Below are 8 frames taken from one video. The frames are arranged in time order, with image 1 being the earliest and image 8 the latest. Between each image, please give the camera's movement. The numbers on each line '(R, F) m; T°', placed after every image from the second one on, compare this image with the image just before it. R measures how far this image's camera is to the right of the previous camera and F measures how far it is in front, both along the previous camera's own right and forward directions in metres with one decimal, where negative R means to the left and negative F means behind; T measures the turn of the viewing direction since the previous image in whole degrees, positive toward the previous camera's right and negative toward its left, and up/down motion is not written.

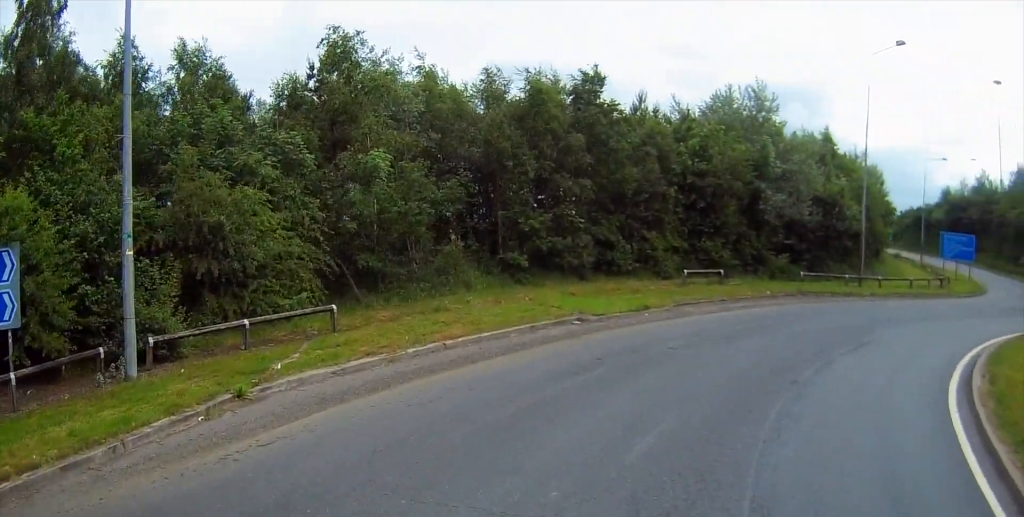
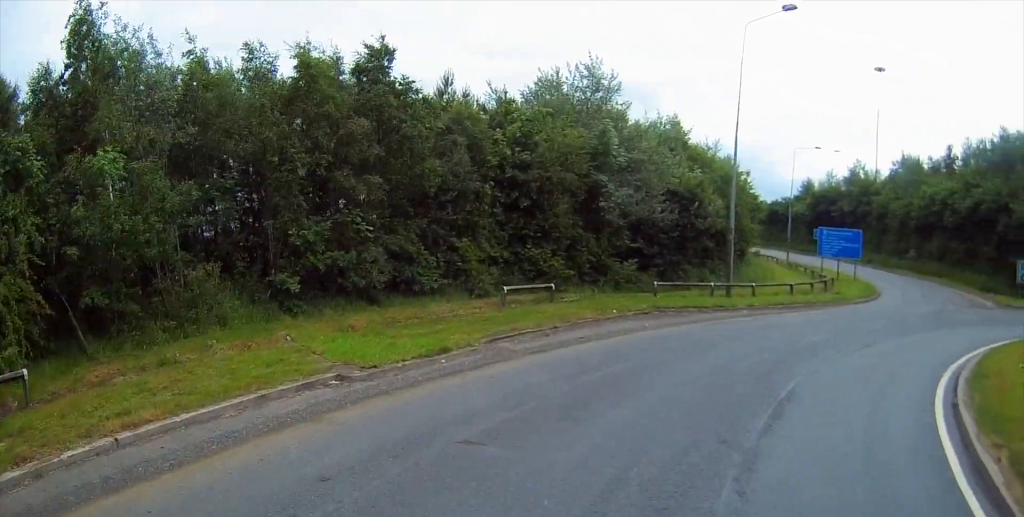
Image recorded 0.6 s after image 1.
(+1.1, +4.6) m; +14°
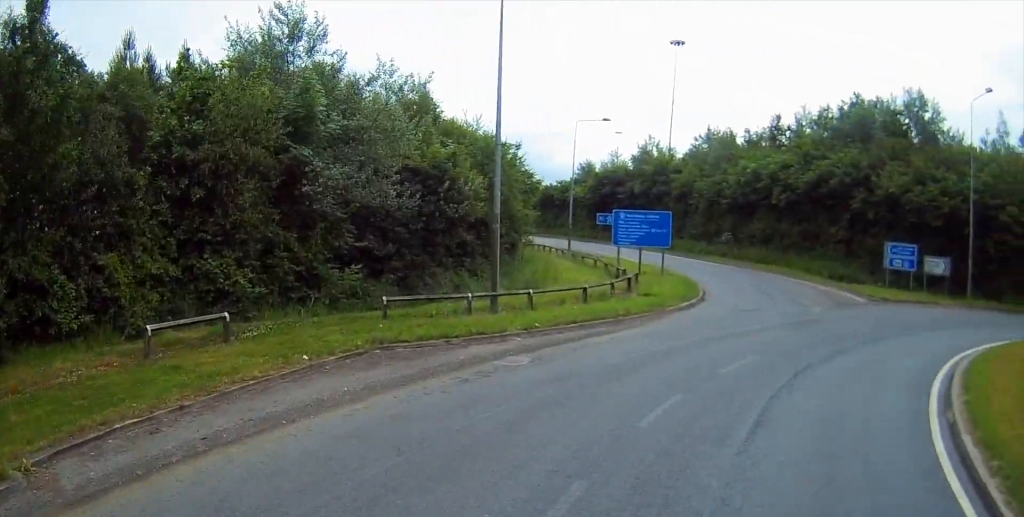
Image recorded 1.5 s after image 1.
(+1.1, +6.6) m; +20°
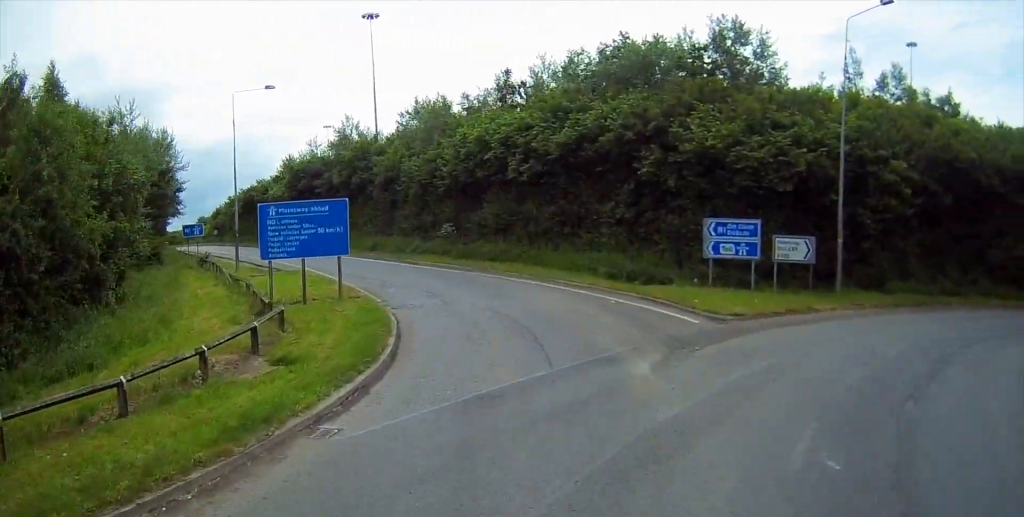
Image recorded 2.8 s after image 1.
(+2.7, +10.5) m; +28°
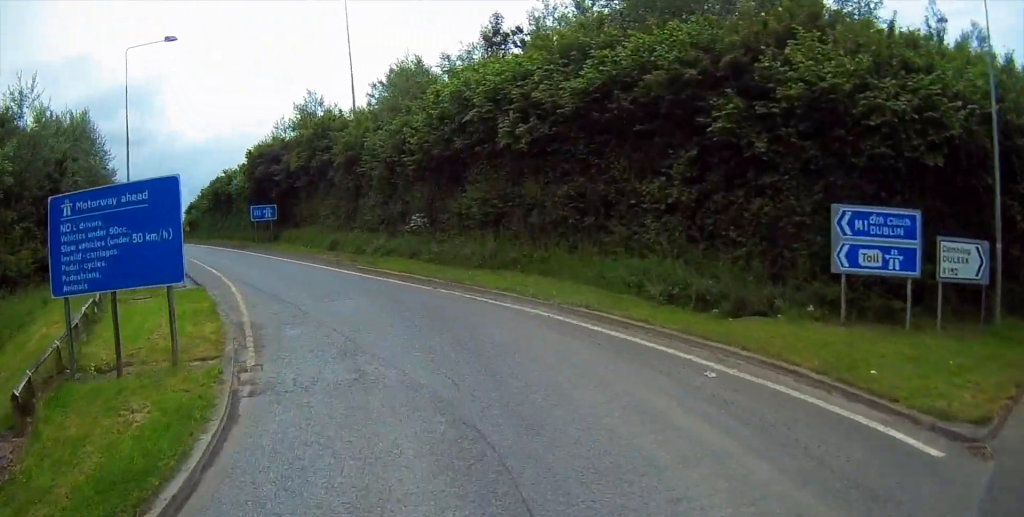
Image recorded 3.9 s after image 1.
(+1.3, +9.5) m; +9°
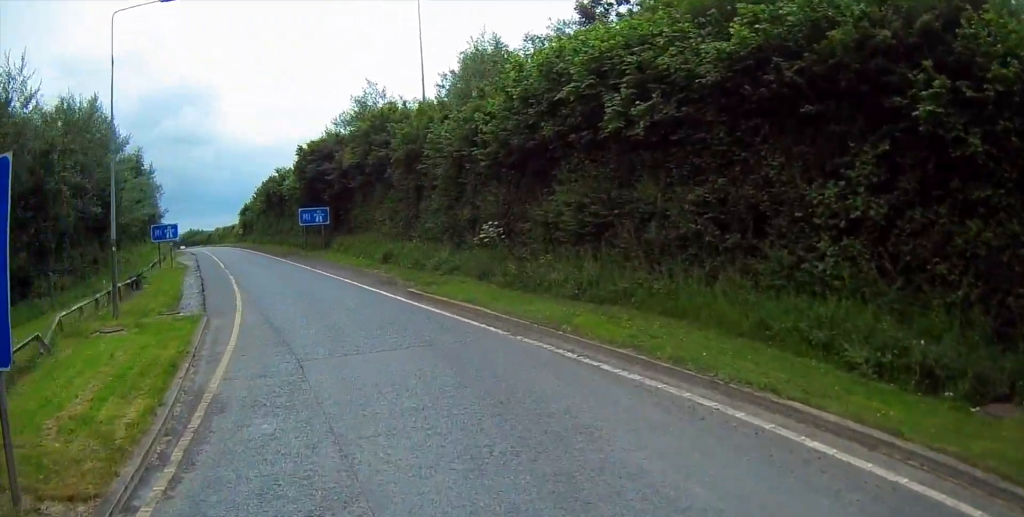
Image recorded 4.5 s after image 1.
(+0.1, +5.7) m; -1°
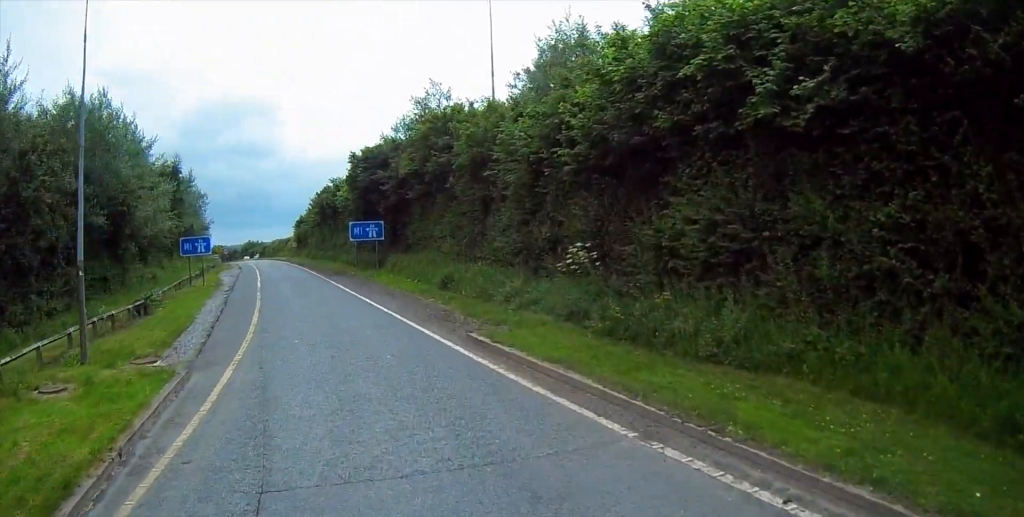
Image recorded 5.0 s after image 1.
(+0.2, +4.8) m; -2°
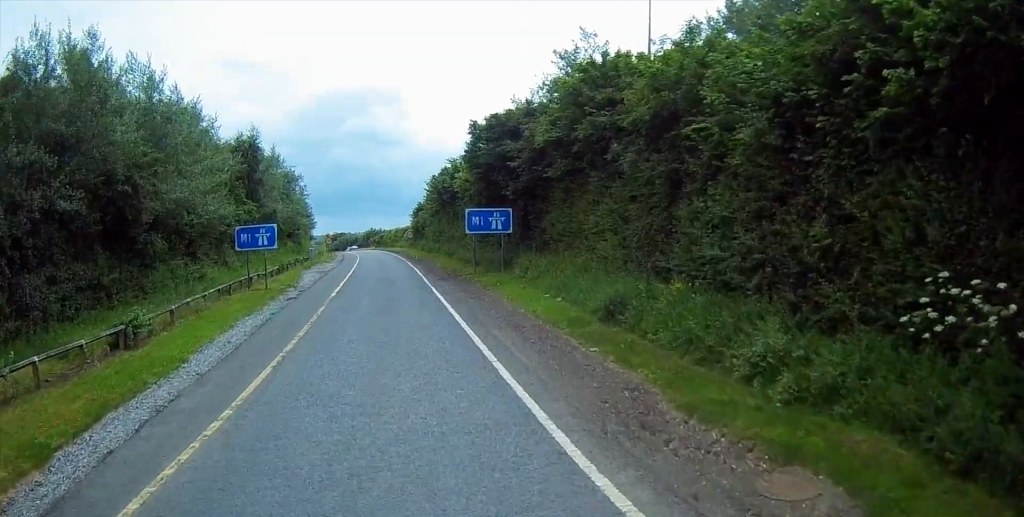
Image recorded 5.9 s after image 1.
(-0.6, +9.5) m; -10°
